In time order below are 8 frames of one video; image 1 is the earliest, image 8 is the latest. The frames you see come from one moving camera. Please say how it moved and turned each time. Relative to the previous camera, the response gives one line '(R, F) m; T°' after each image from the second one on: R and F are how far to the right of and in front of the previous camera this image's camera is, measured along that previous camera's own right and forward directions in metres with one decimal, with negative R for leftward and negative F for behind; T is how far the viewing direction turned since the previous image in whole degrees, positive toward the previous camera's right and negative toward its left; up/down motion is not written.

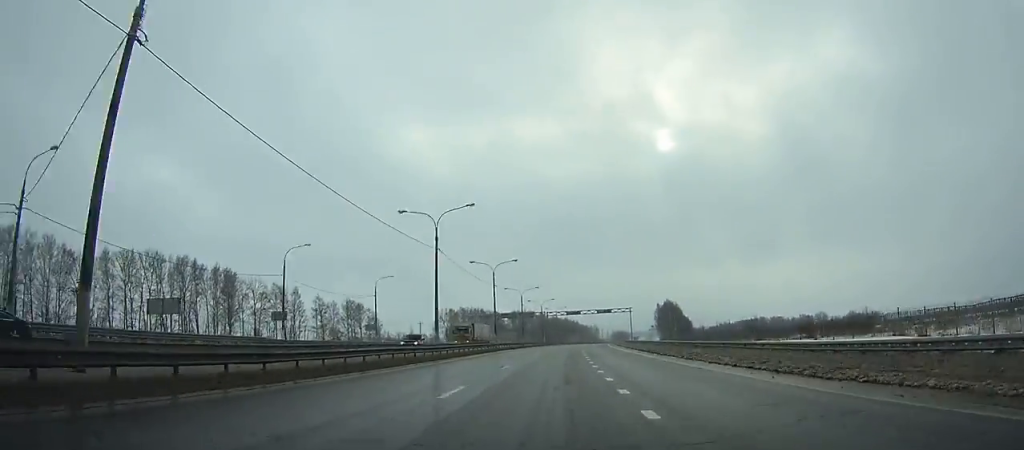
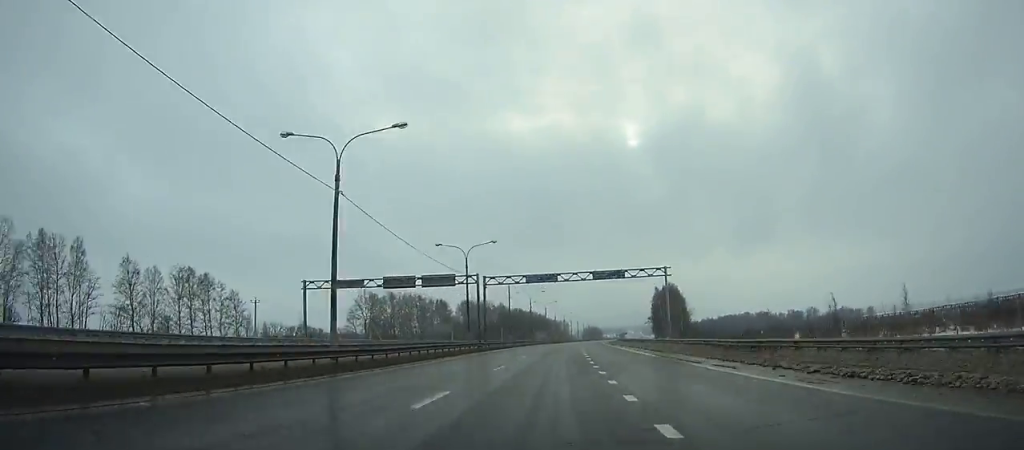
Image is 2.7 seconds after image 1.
(+1.3, +74.8) m; +3°
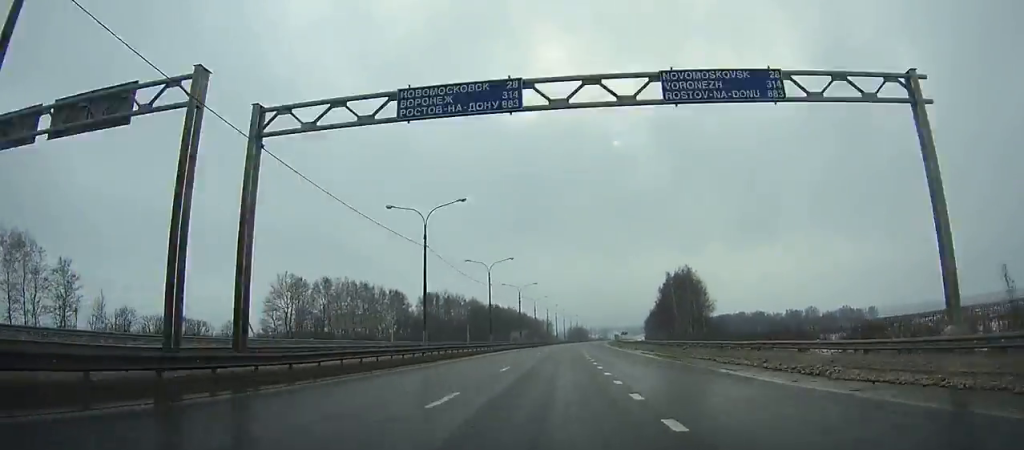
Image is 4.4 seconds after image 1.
(+0.3, +47.0) m; +1°
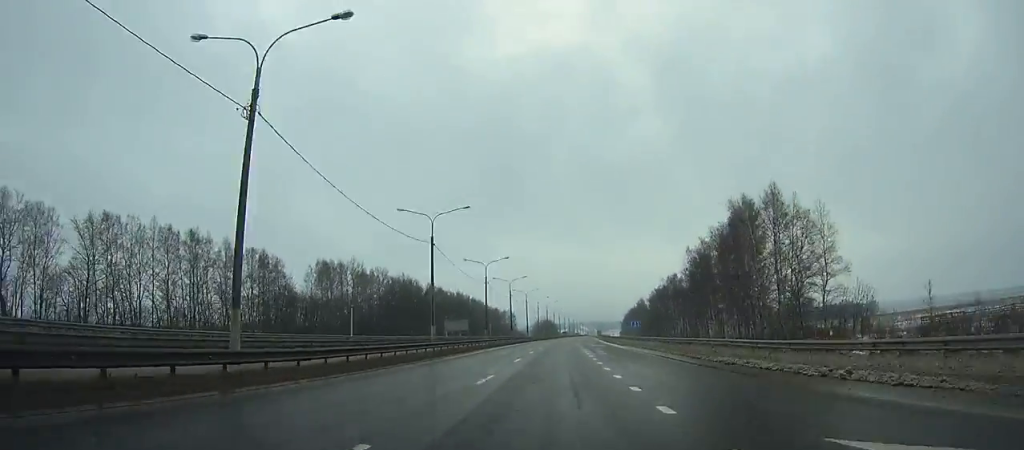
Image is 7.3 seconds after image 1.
(+2.8, +80.3) m; +2°
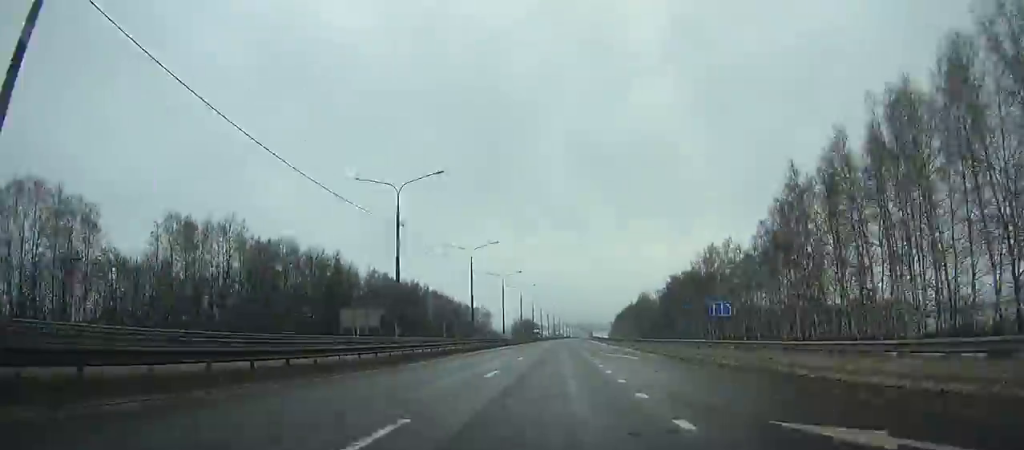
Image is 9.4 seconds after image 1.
(-0.4, +58.2) m; +1°
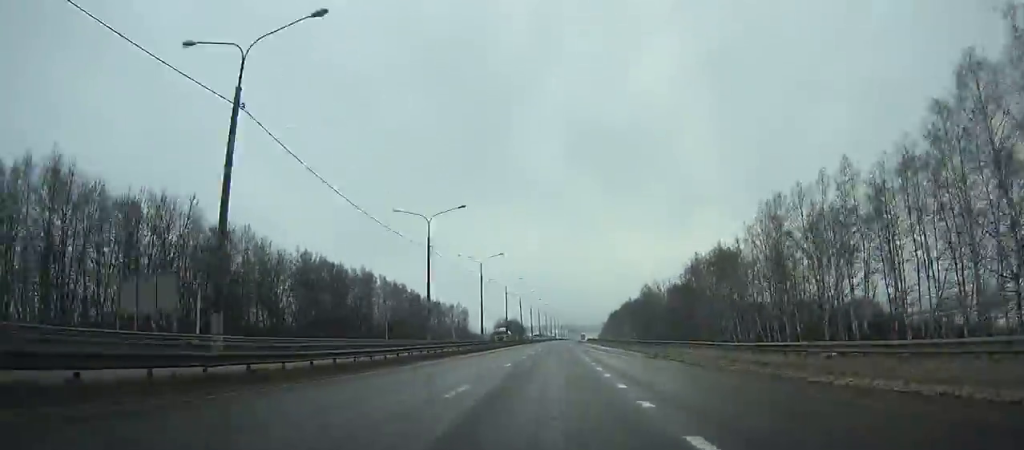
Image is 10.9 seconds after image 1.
(+0.9, +41.6) m; +1°
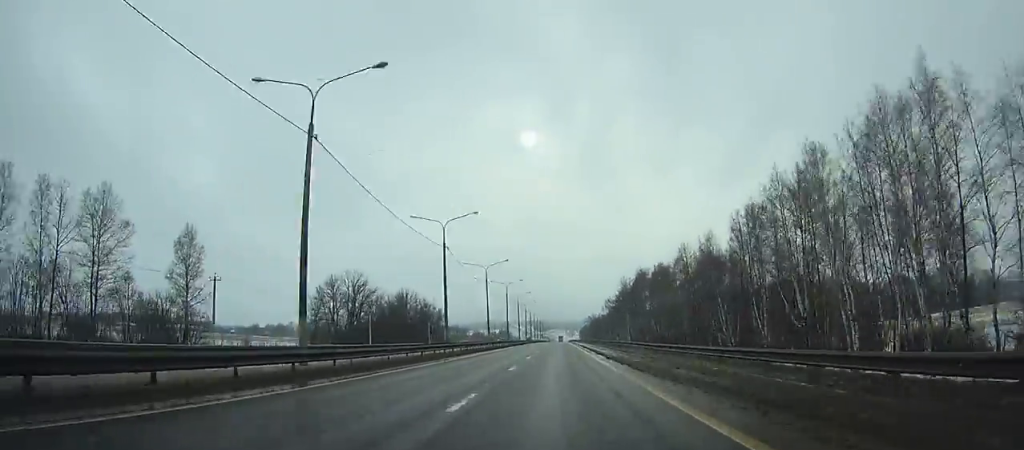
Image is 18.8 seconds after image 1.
(+7.4, +216.9) m; +3°
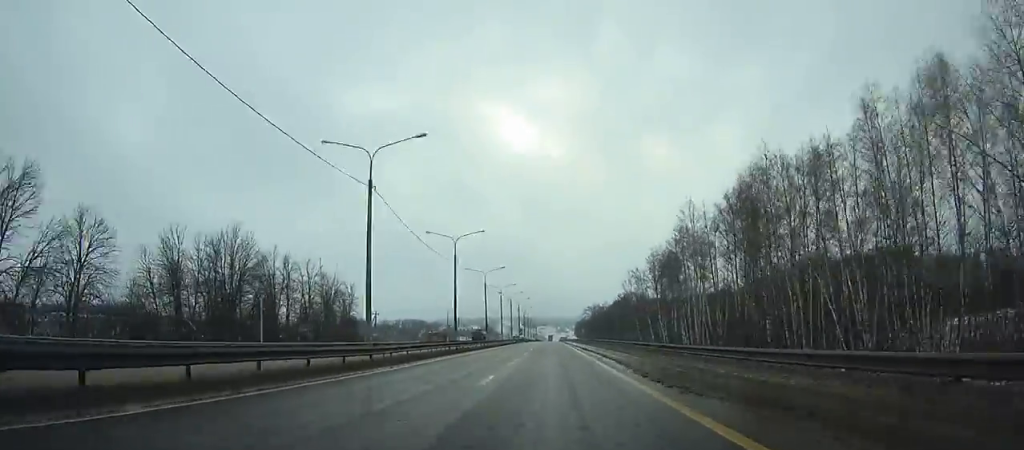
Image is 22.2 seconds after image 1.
(+0.1, +91.6) m; 0°
